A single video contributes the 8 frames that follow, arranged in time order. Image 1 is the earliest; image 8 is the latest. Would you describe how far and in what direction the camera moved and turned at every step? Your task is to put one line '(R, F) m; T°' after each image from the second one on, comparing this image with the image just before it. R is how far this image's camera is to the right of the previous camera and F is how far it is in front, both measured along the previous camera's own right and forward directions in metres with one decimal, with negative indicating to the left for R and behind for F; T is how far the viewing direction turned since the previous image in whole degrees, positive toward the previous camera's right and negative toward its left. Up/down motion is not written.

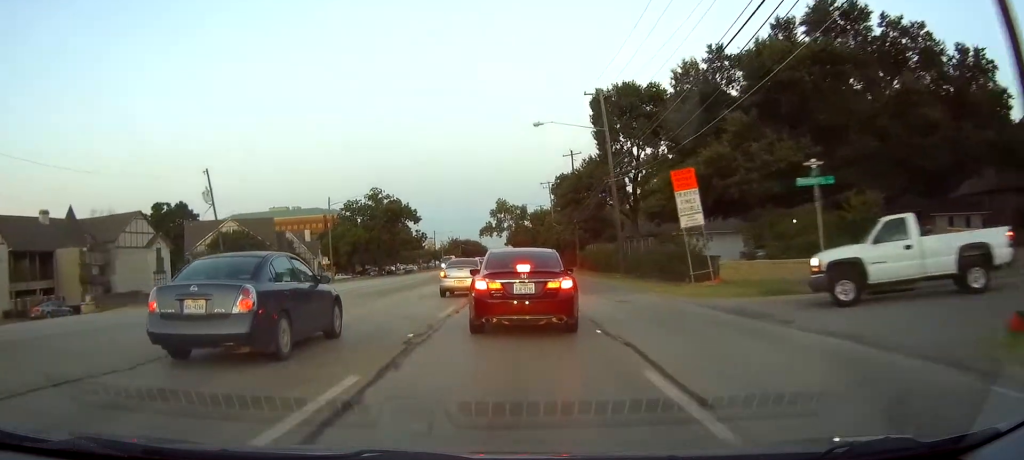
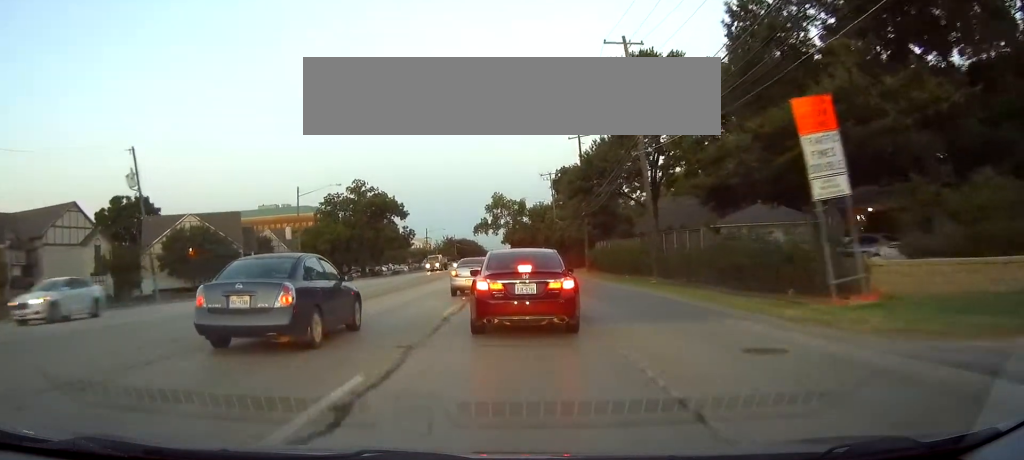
(-0.1, +11.7) m; -1°
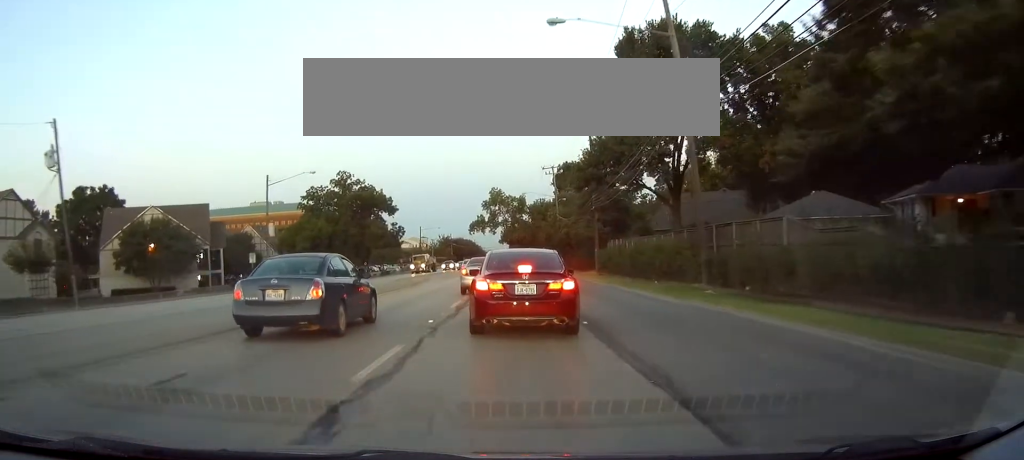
(0.0, +9.4) m; 0°
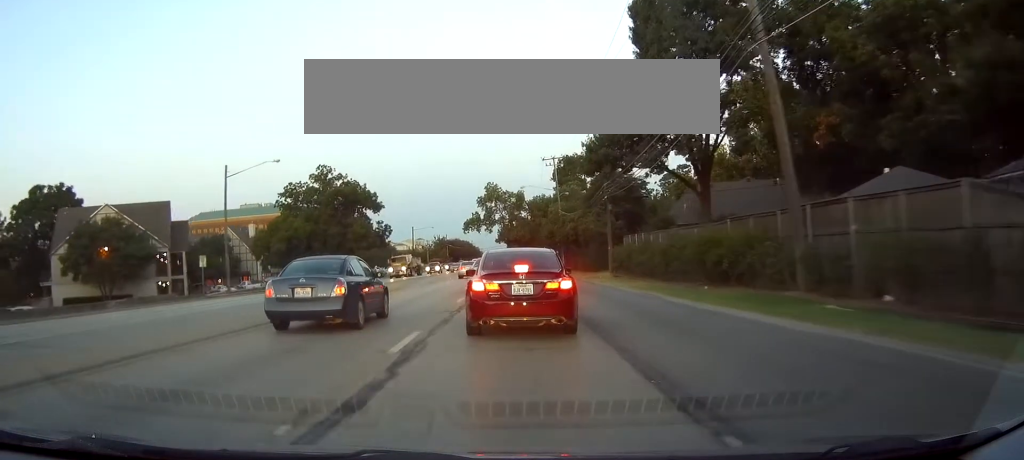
(-0.1, +9.5) m; -1°
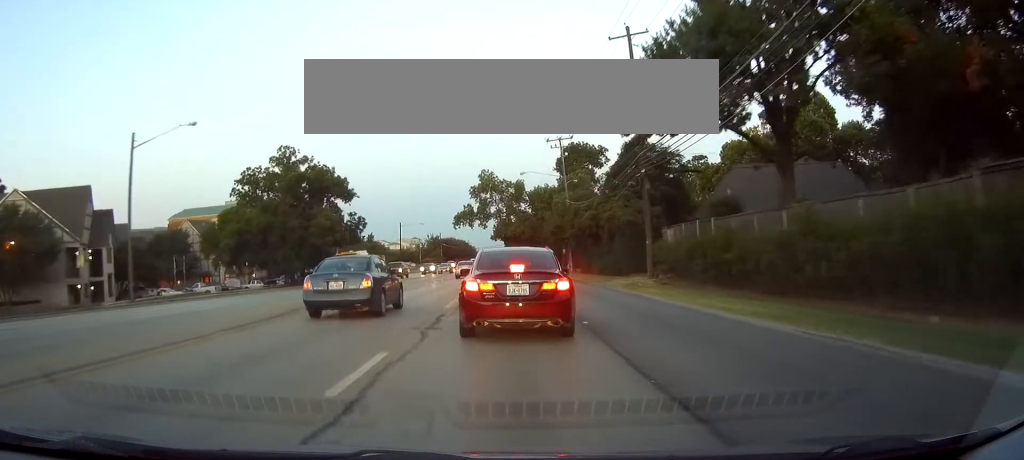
(-0.1, +15.4) m; -1°
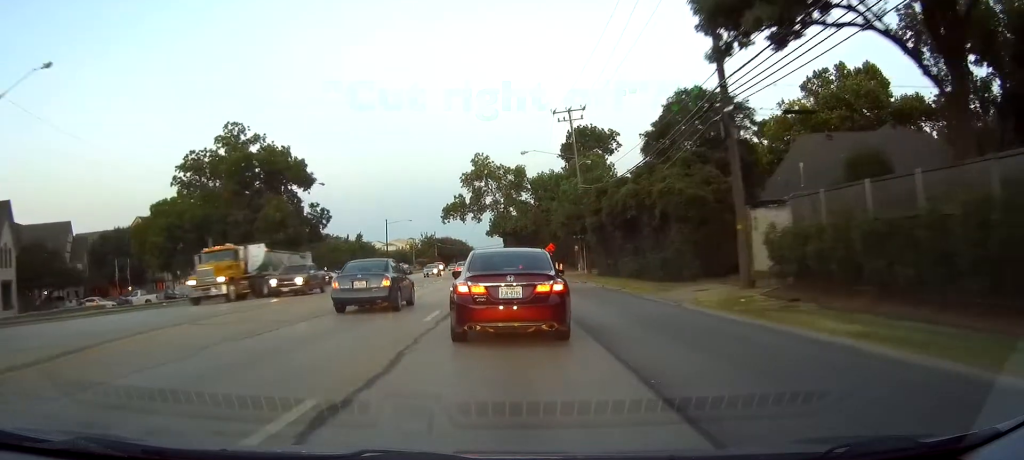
(-0.1, +15.3) m; 0°
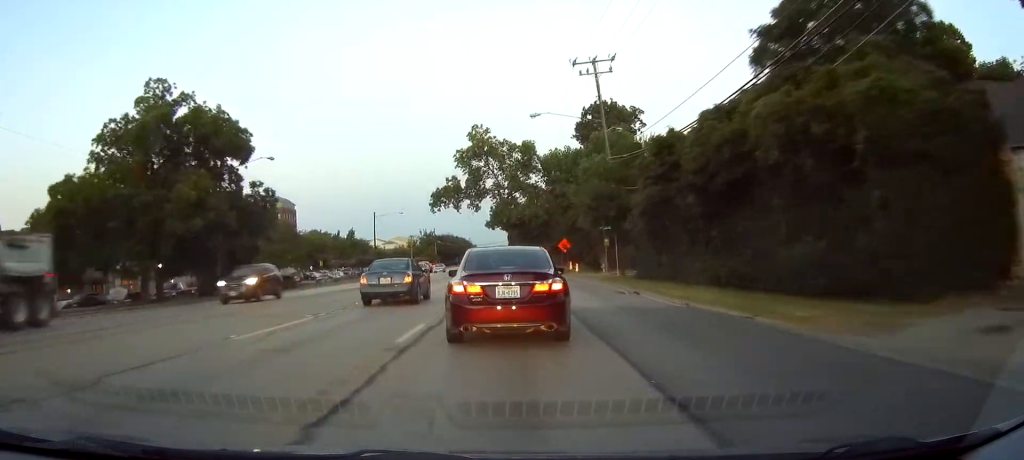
(+0.1, +16.4) m; 0°
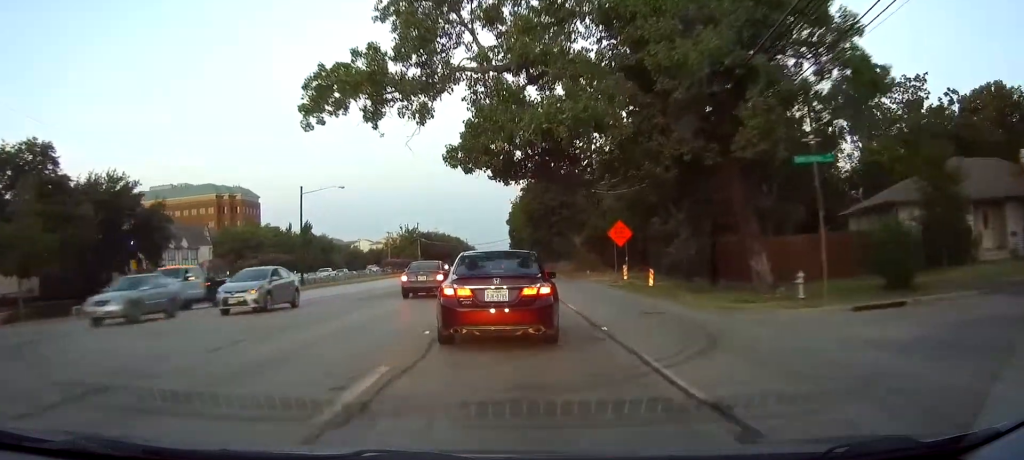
(+0.3, +41.9) m; +1°
